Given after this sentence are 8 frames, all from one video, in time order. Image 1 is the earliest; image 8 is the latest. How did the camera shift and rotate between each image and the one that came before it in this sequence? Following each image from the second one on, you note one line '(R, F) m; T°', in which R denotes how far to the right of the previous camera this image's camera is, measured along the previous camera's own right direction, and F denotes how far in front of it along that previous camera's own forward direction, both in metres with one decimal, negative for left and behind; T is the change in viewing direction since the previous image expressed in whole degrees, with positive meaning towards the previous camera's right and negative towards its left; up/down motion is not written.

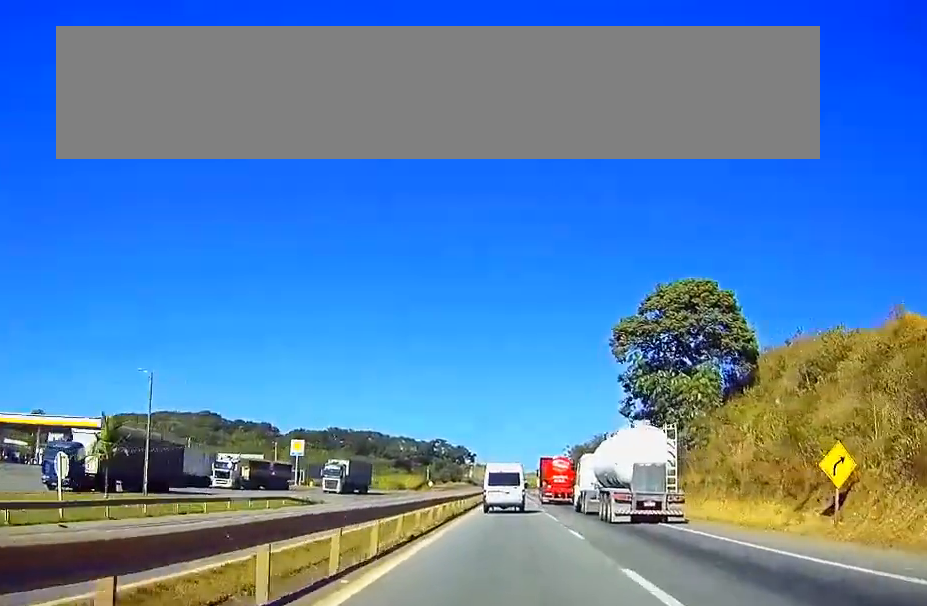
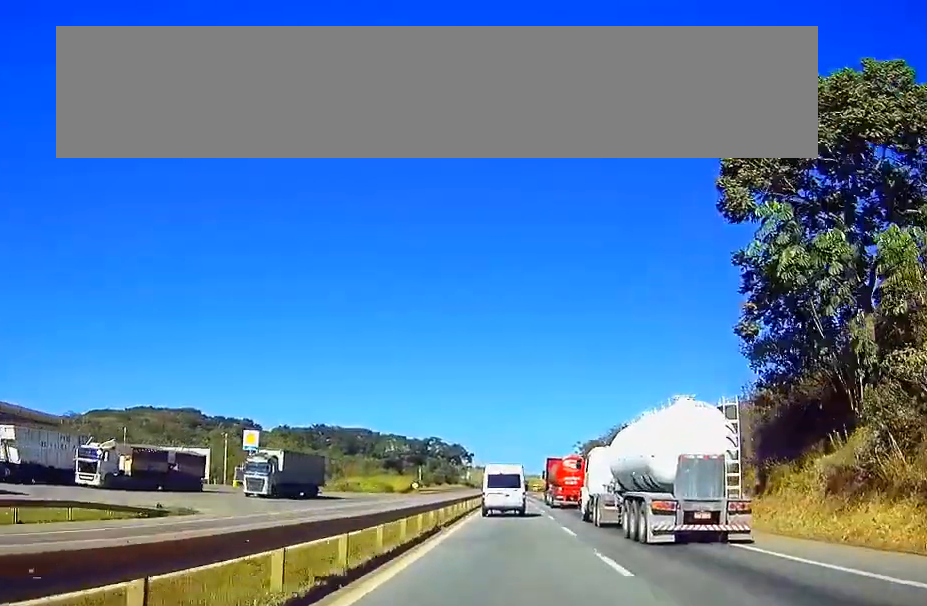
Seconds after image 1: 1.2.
(-0.1, +32.0) m; 0°
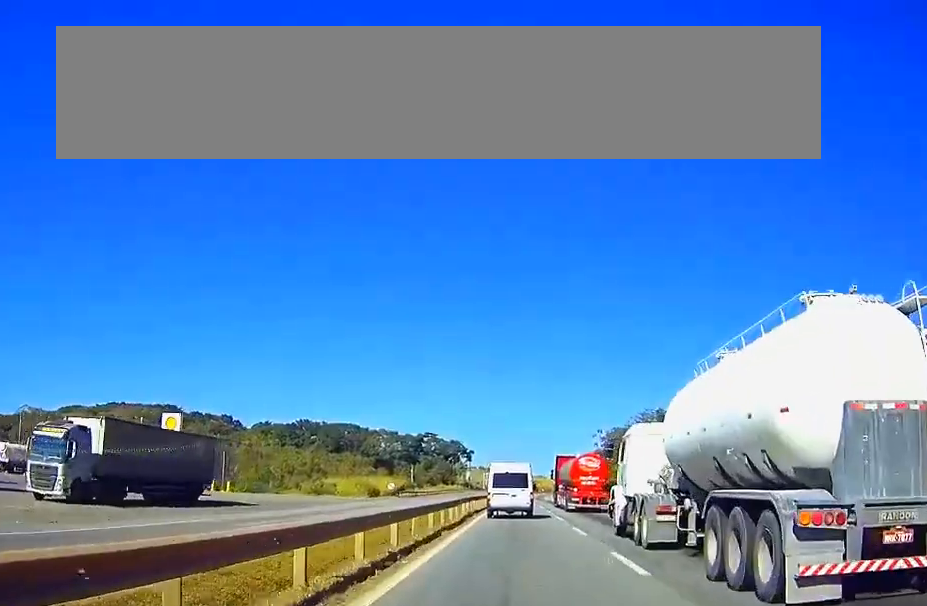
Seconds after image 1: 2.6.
(+0.1, +36.1) m; 0°
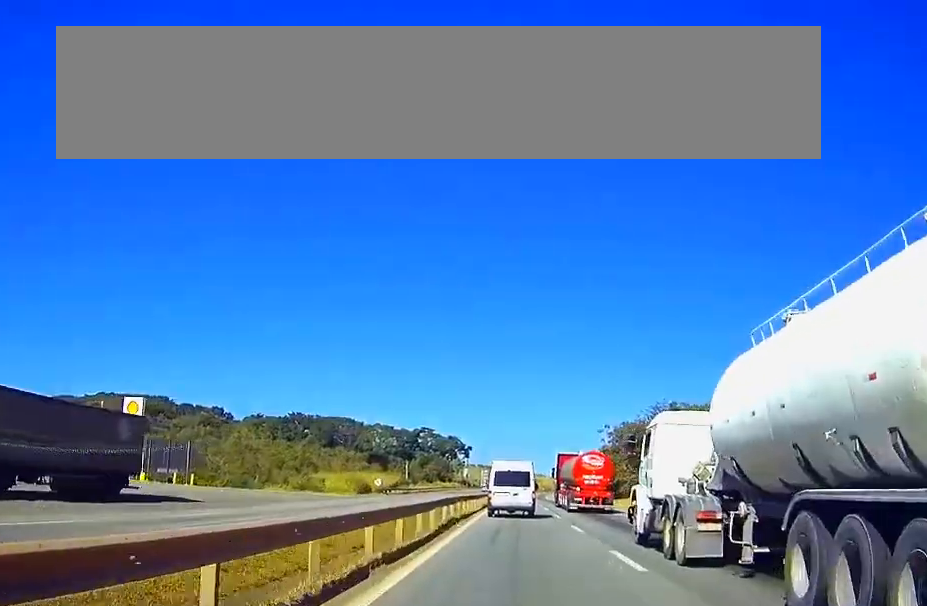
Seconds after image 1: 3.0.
(0.0, +11.5) m; 0°
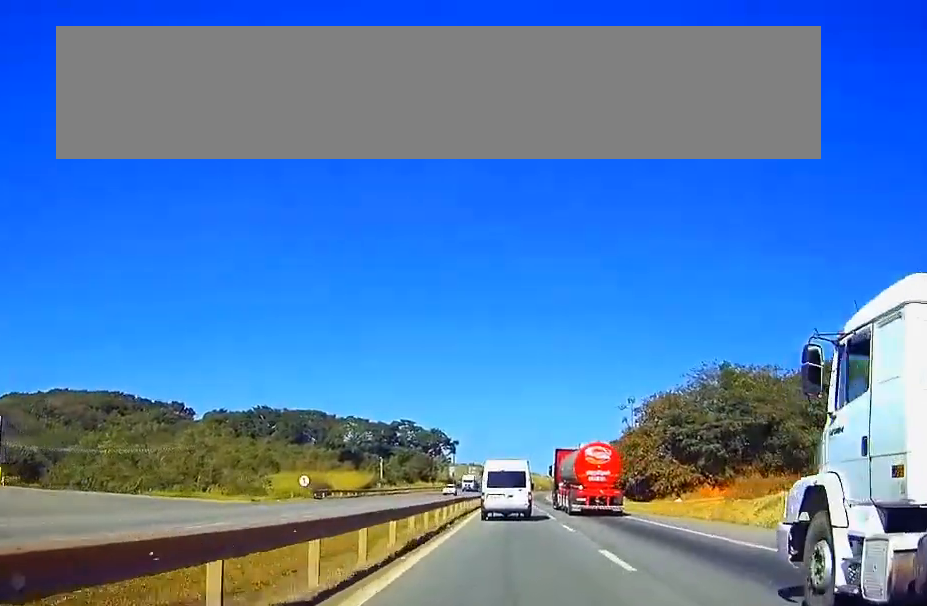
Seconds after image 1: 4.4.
(0.0, +35.6) m; 0°
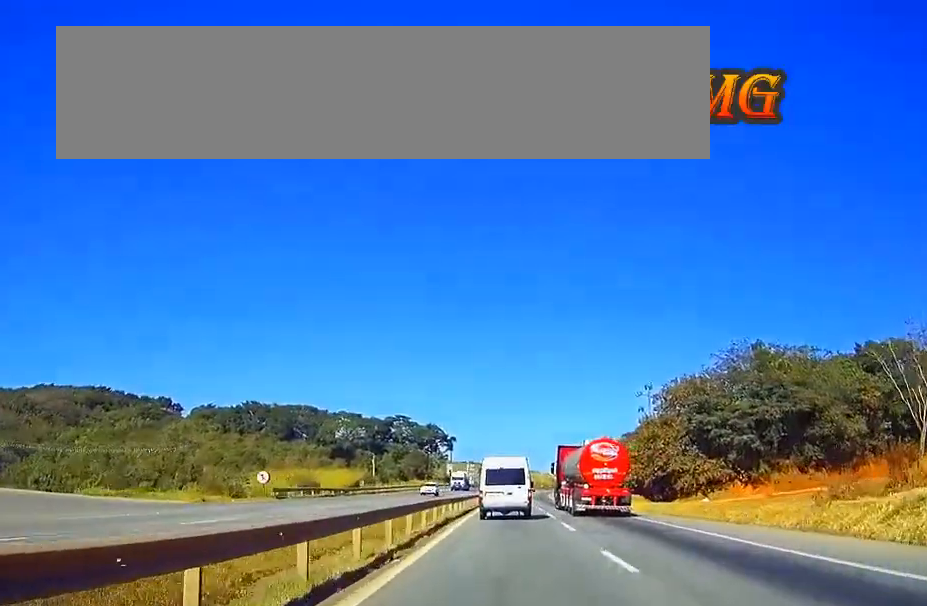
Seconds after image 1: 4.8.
(0.0, +12.5) m; 0°
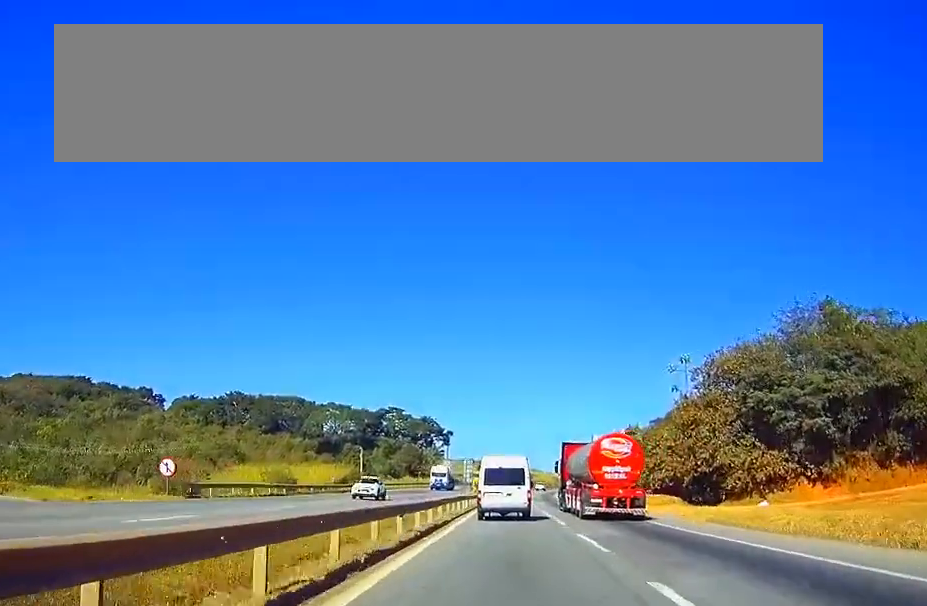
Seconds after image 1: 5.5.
(0.0, +17.9) m; 0°
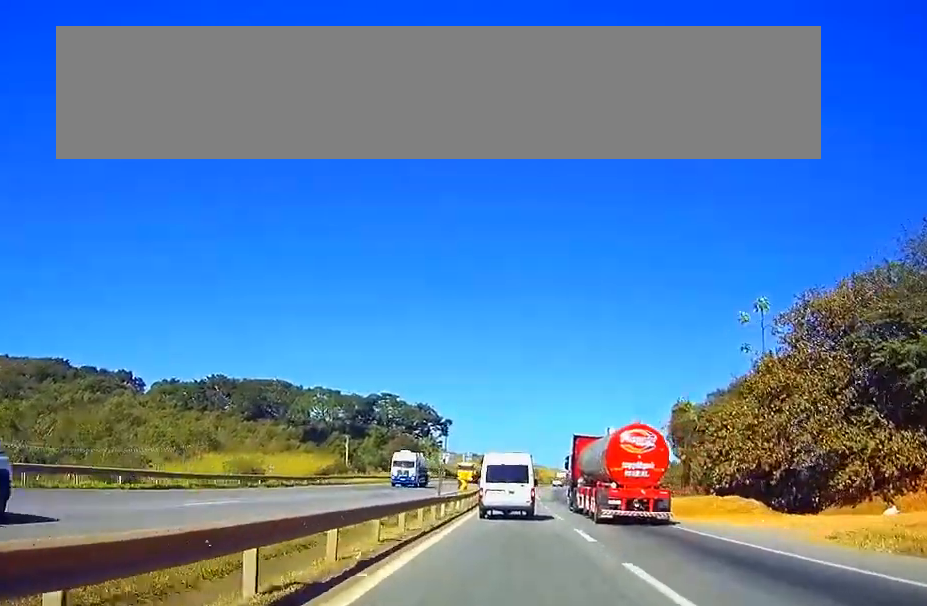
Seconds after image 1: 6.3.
(+0.1, +20.5) m; 0°
